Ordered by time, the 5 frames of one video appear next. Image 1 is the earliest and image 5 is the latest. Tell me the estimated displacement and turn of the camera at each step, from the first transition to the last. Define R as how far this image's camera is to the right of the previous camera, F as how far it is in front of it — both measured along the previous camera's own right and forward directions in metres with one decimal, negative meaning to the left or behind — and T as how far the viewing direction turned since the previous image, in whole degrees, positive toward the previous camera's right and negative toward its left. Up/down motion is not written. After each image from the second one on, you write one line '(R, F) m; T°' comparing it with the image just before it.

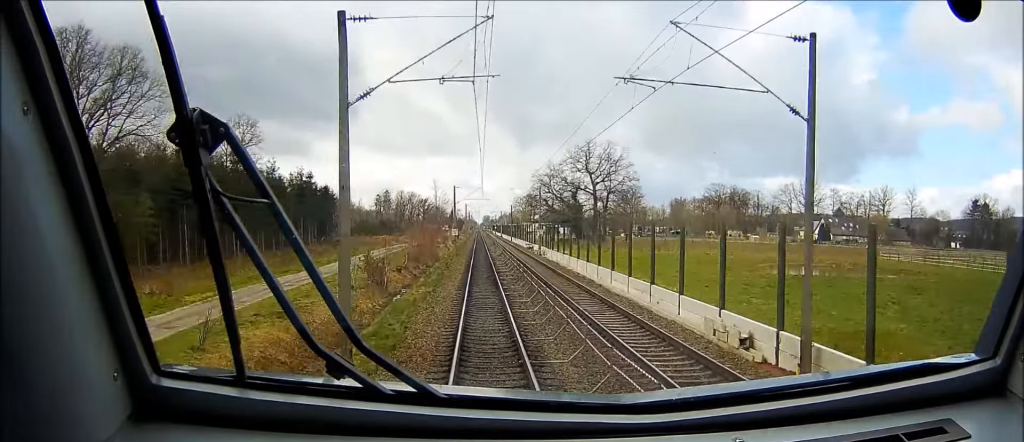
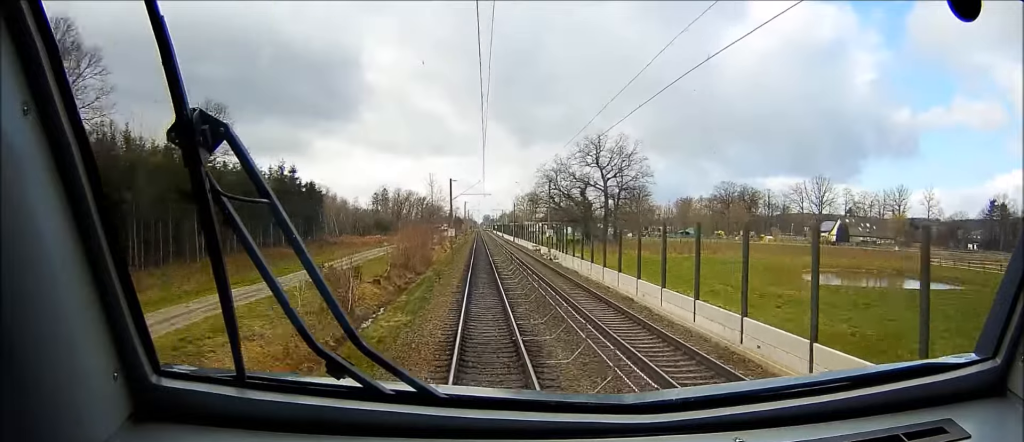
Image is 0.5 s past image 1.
(0.0, +13.2) m; 0°
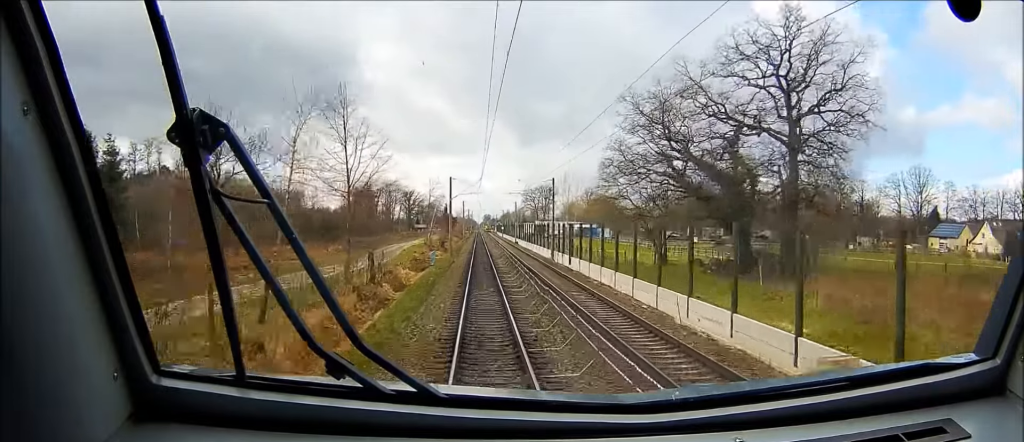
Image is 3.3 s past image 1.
(-0.4, +81.2) m; +1°
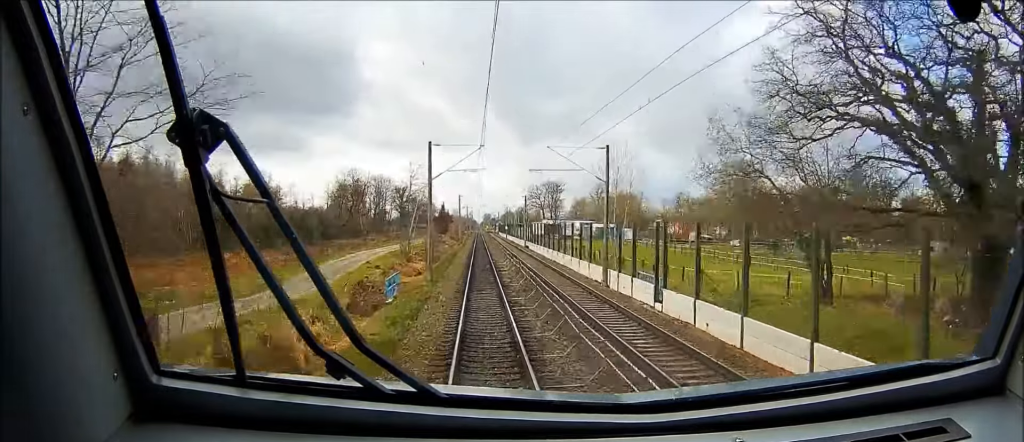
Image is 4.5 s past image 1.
(+0.5, +32.0) m; 0°
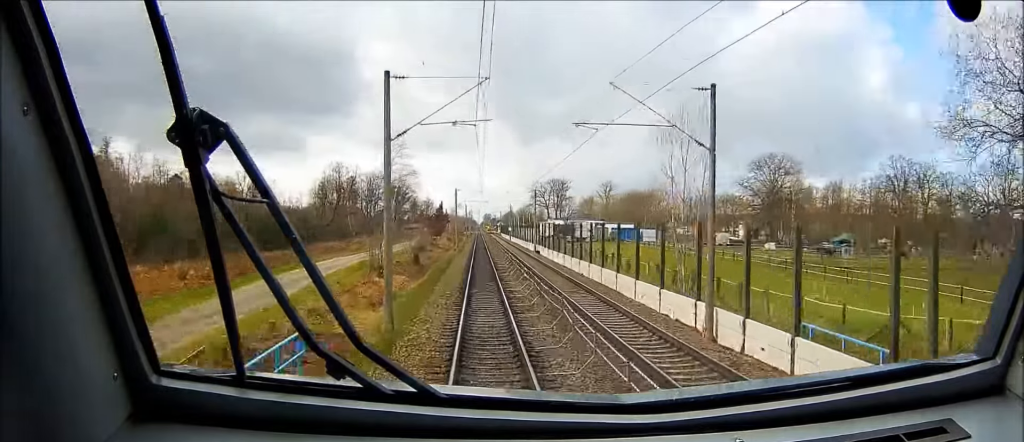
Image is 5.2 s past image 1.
(-0.2, +19.7) m; 0°
